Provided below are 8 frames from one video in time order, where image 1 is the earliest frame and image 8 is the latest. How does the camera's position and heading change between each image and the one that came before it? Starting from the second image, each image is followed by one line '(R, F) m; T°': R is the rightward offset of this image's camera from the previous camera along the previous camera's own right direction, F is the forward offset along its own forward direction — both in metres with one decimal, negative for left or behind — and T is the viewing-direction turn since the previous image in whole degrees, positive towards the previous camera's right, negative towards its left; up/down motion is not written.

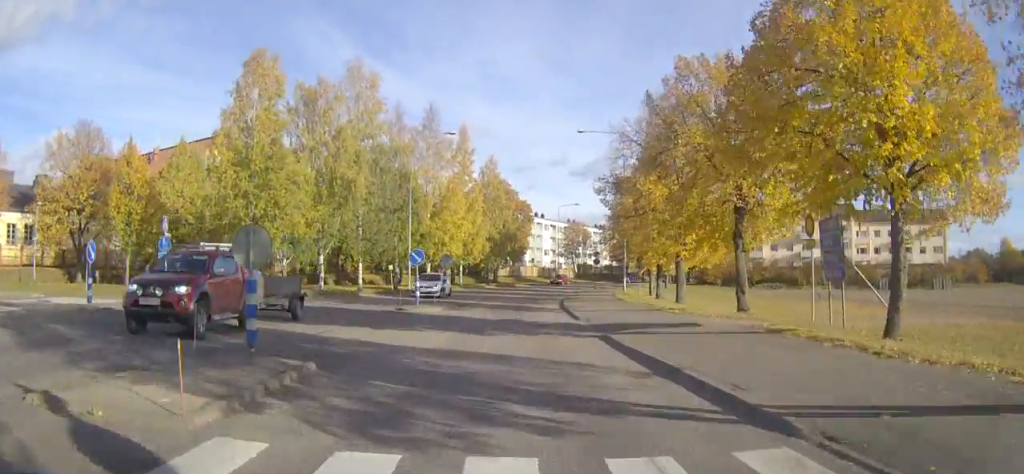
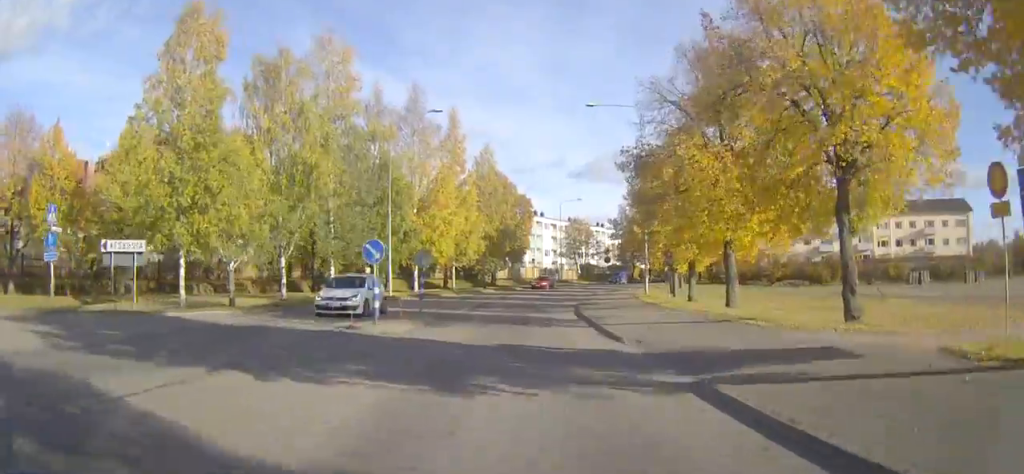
(0.0, +9.0) m; 0°
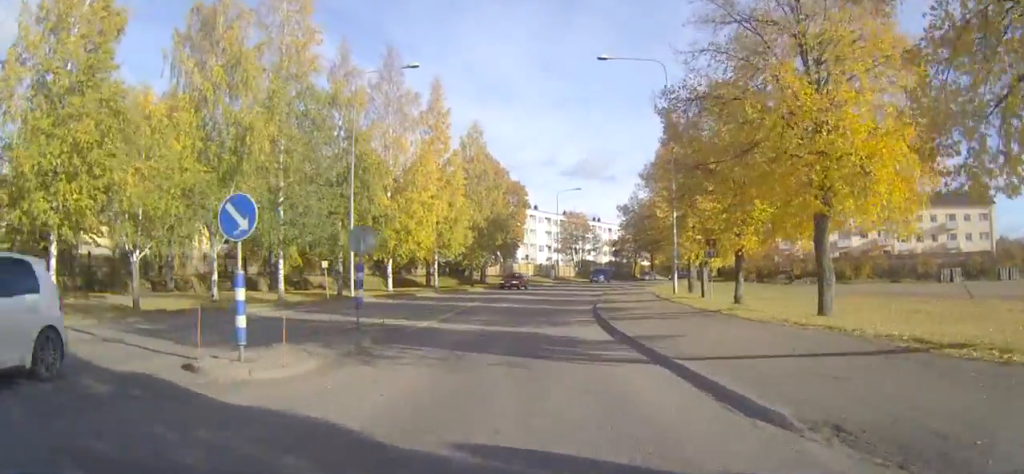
(+0.1, +9.8) m; +1°
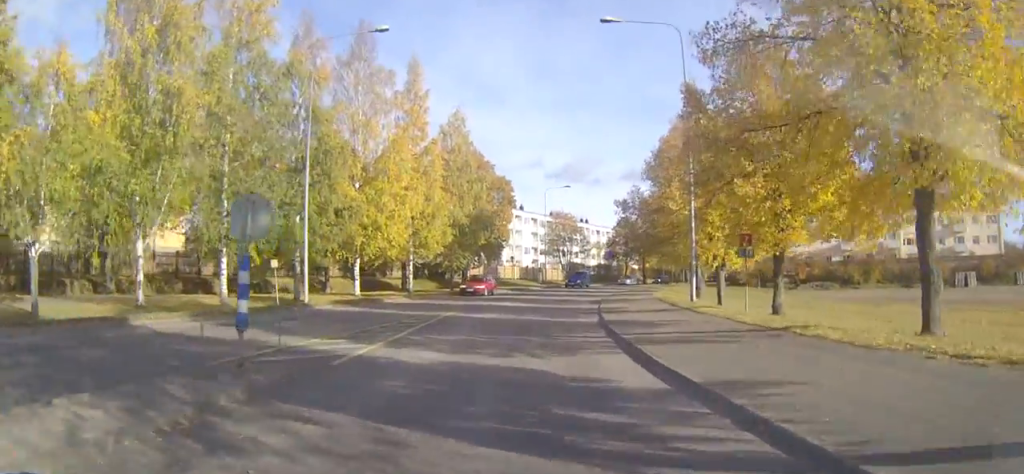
(0.0, +6.4) m; +1°
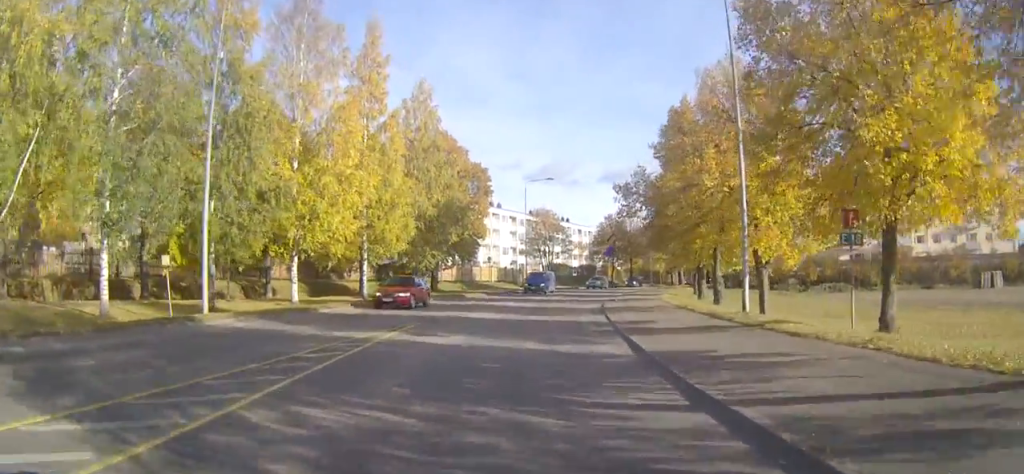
(+0.1, +9.2) m; +1°
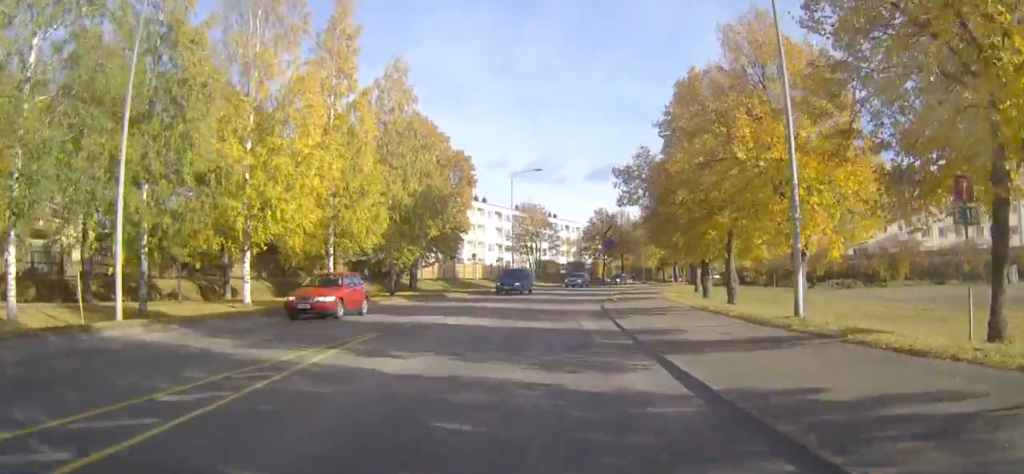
(0.0, +5.0) m; +1°
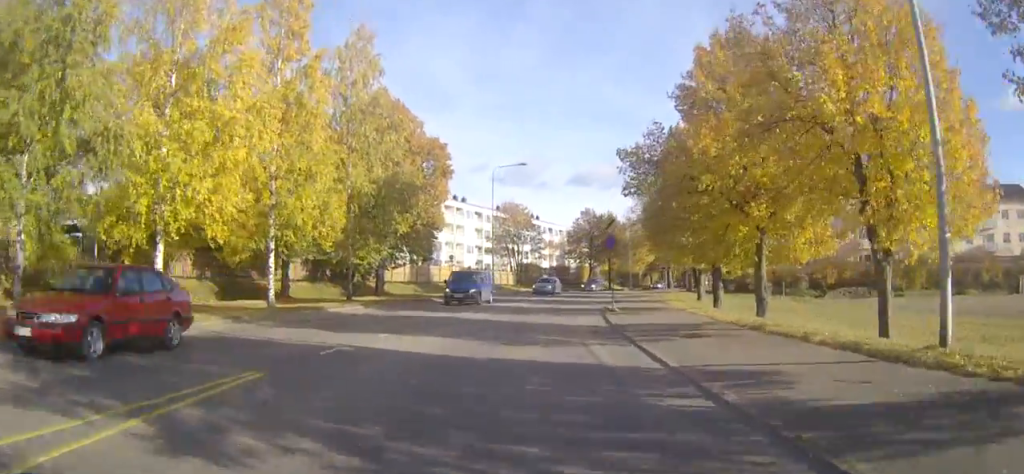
(+0.1, +6.8) m; +2°
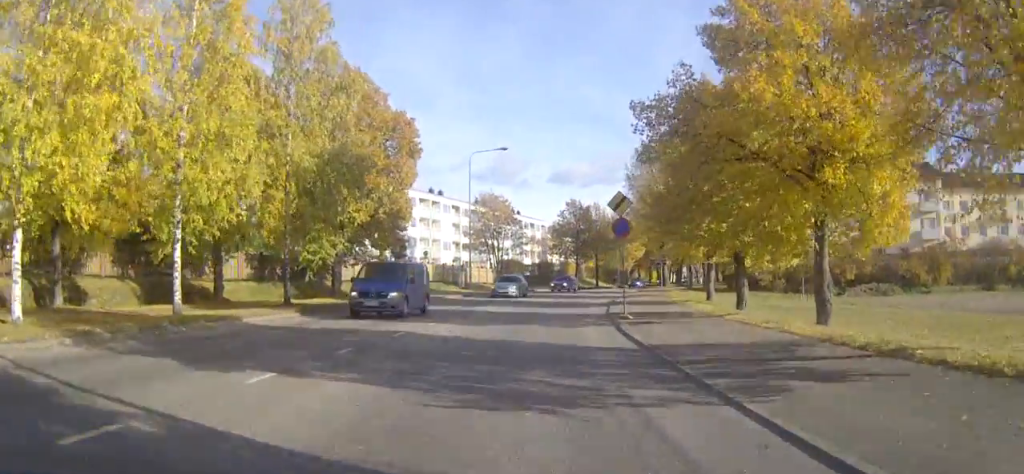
(+0.1, +7.5) m; +2°
